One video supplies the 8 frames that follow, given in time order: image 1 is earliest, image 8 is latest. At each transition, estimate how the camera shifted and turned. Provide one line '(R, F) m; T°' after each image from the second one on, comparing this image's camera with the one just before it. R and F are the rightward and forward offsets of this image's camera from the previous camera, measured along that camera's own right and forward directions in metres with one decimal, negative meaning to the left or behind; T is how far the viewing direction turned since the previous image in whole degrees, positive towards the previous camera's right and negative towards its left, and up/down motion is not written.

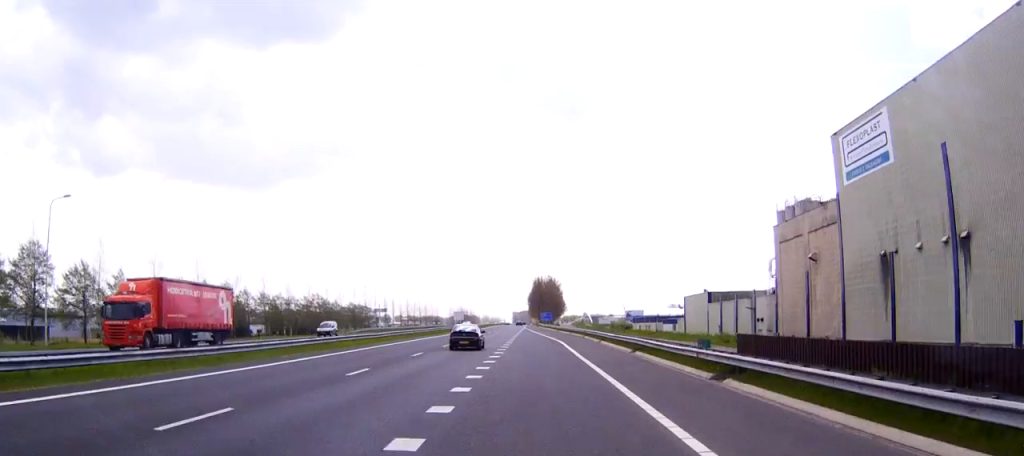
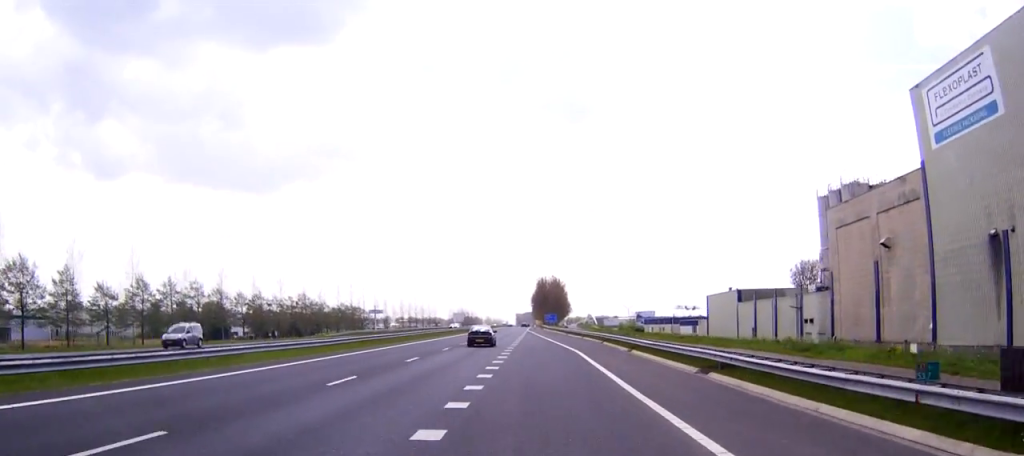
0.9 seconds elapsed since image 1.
(-0.1, +15.1) m; 0°
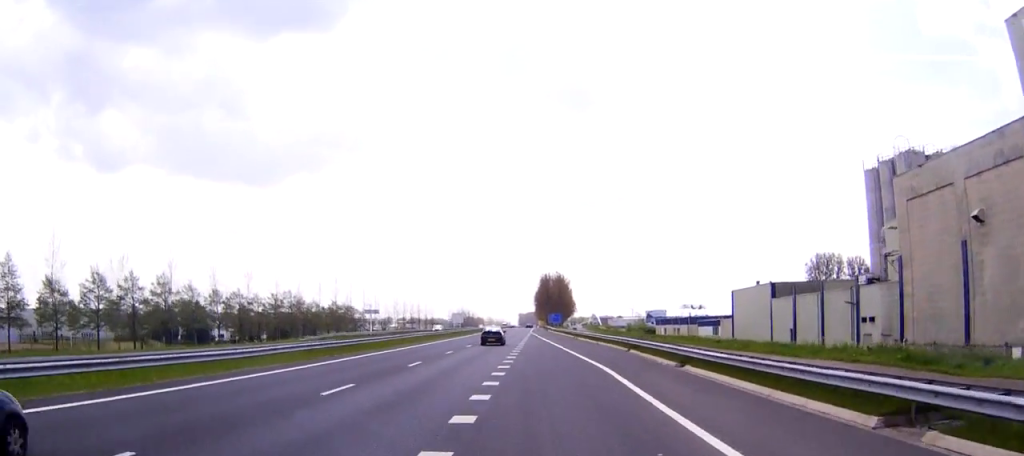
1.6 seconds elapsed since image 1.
(+0.1, +13.6) m; 0°
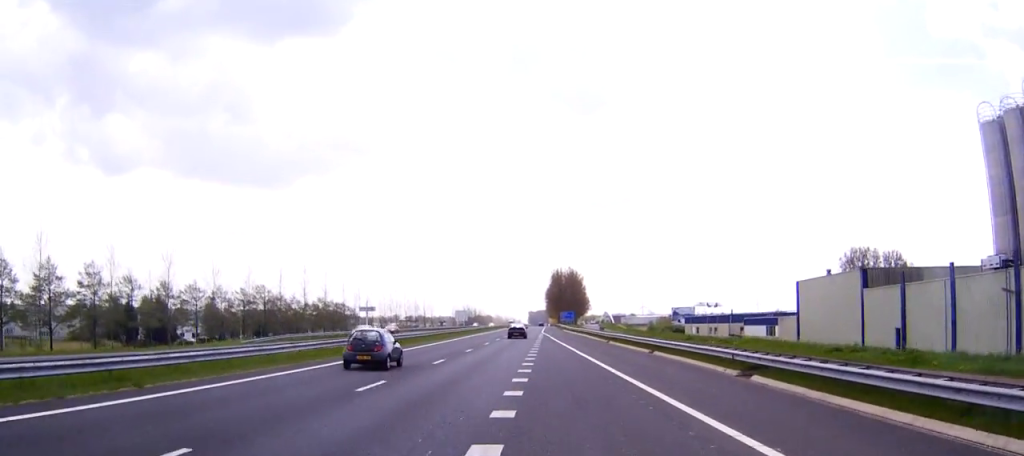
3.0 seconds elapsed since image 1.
(-0.2, +23.8) m; -1°
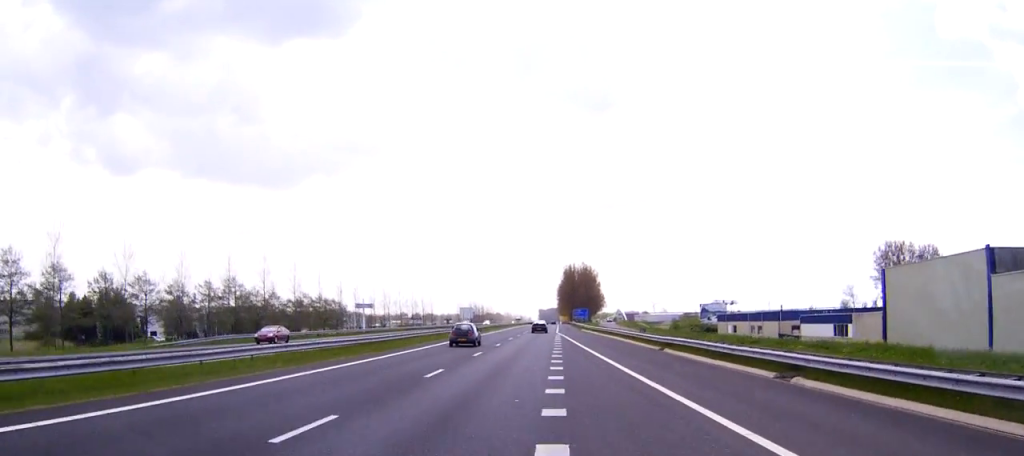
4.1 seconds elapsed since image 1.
(-0.2, +20.1) m; -1°
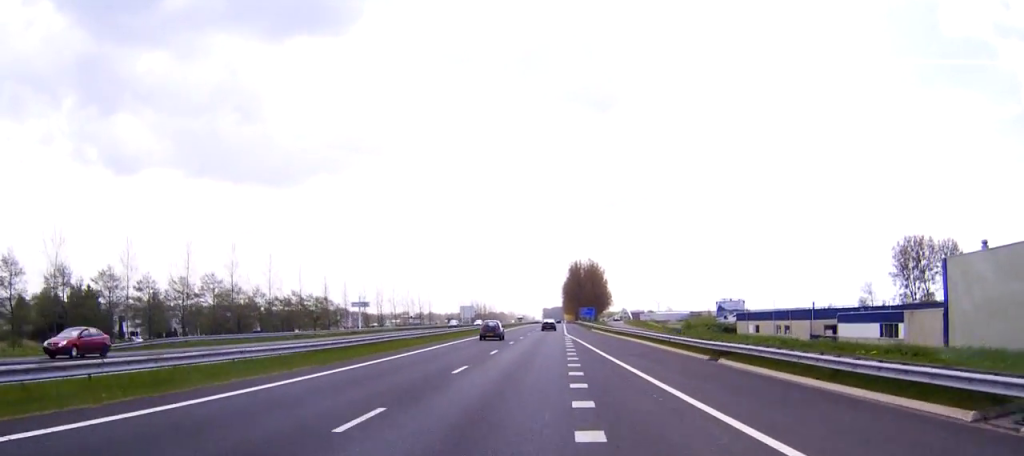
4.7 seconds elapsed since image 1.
(0.0, +10.7) m; 0°
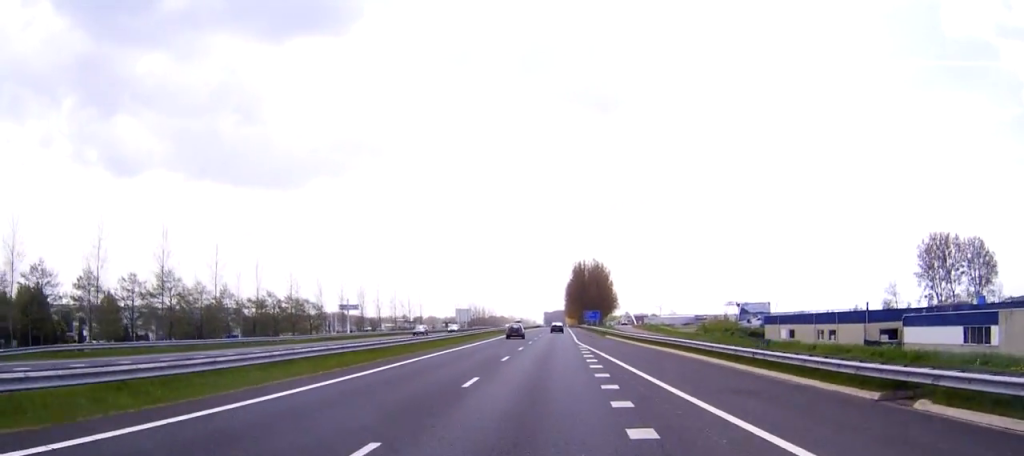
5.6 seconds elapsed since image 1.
(0.0, +15.7) m; 0°
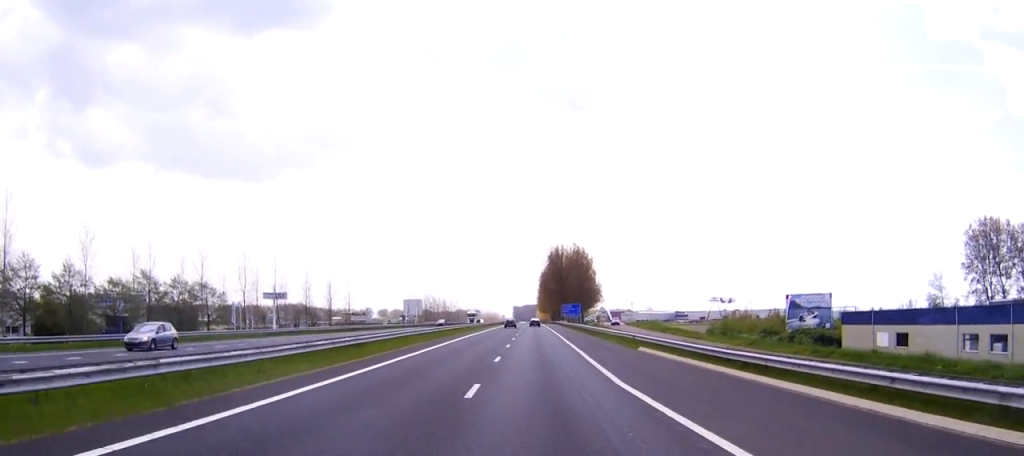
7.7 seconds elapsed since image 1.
(+0.3, +39.6) m; +2°
